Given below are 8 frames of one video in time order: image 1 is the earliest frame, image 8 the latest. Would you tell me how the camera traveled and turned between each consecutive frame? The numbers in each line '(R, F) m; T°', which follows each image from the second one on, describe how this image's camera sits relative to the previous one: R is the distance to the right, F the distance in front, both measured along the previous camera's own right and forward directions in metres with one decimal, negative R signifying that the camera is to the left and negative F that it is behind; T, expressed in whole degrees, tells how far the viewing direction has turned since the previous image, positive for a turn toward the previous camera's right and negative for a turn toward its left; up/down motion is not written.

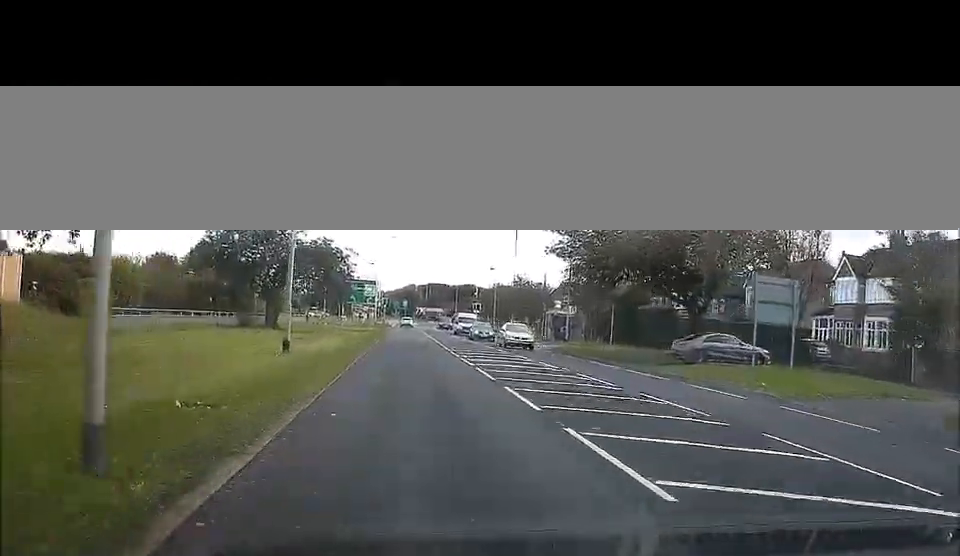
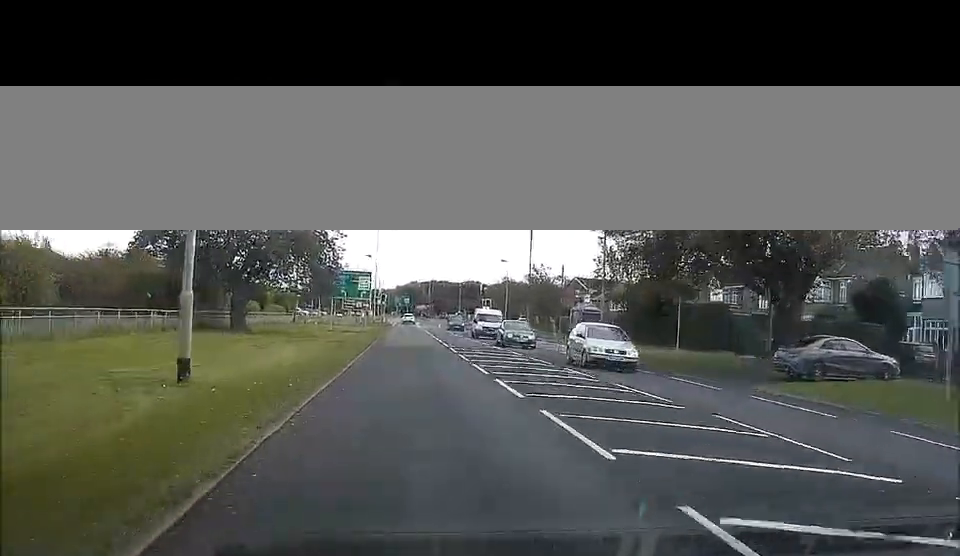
(-0.1, +10.4) m; 0°
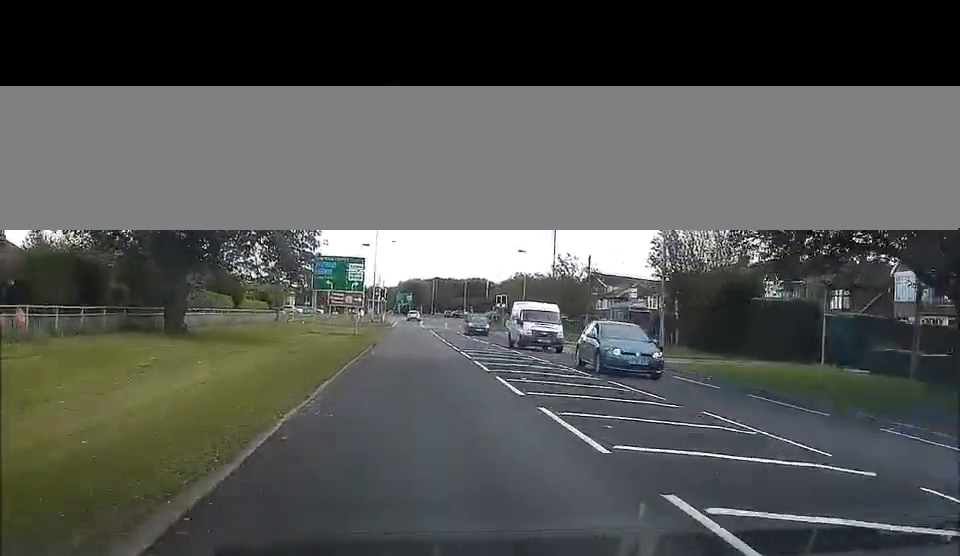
(-0.1, +11.7) m; 0°
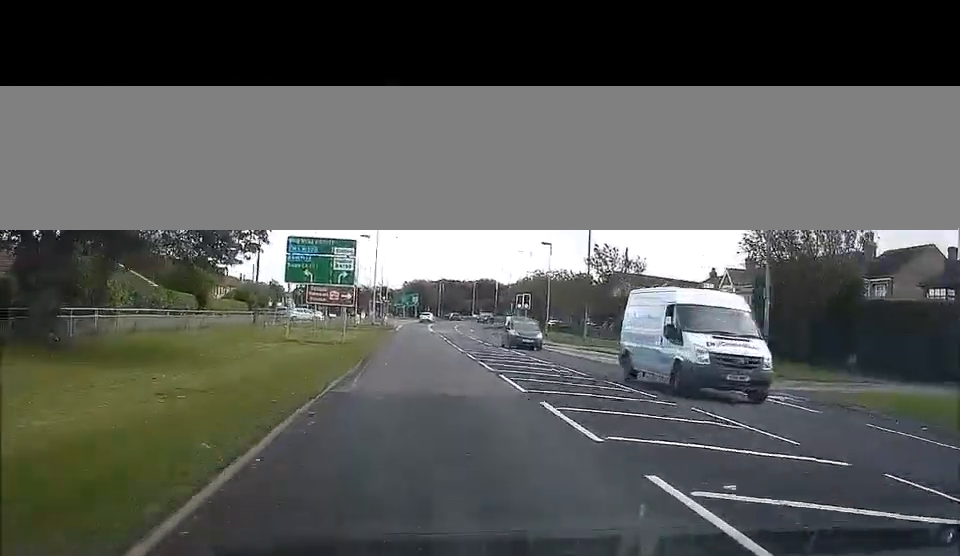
(+0.2, +11.5) m; +1°
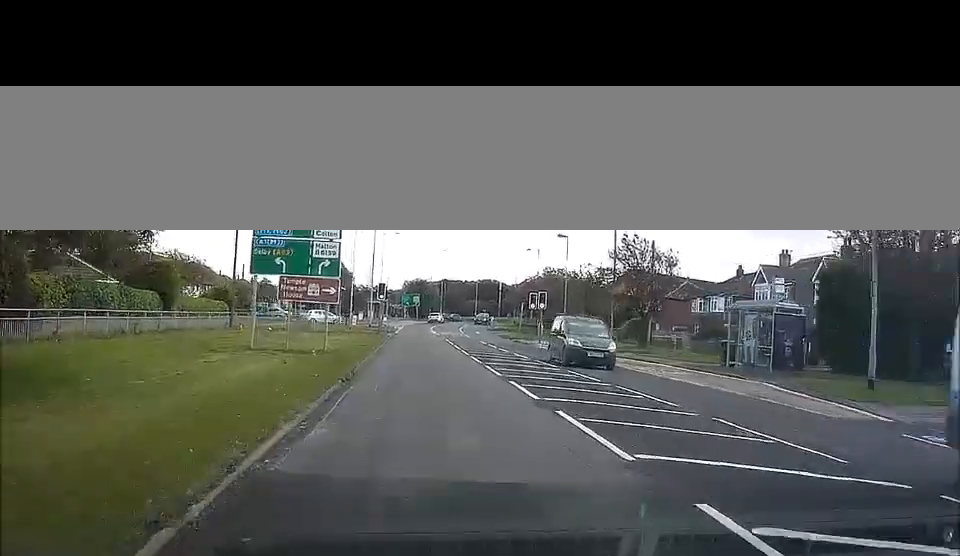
(-0.1, +7.1) m; 0°
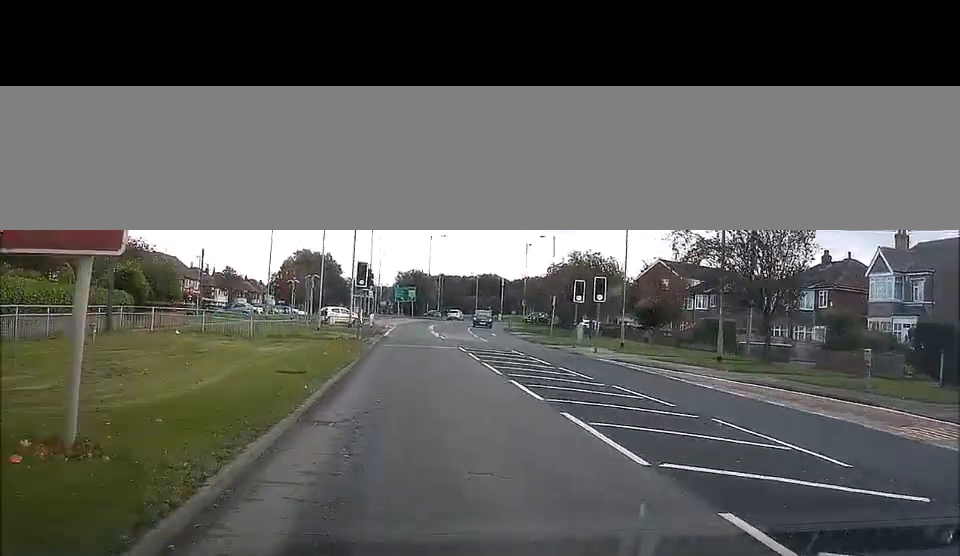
(0.0, +18.7) m; +1°
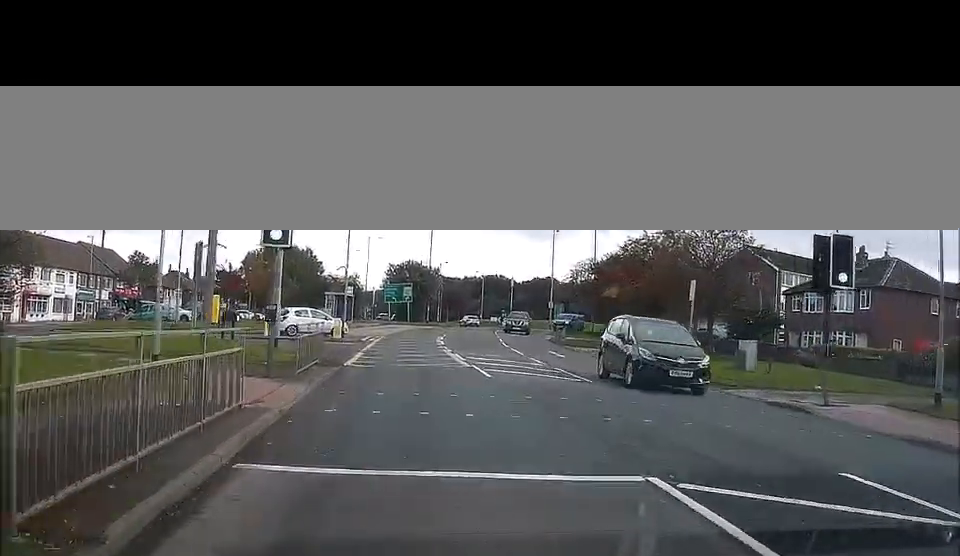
(0.0, +28.4) m; 0°
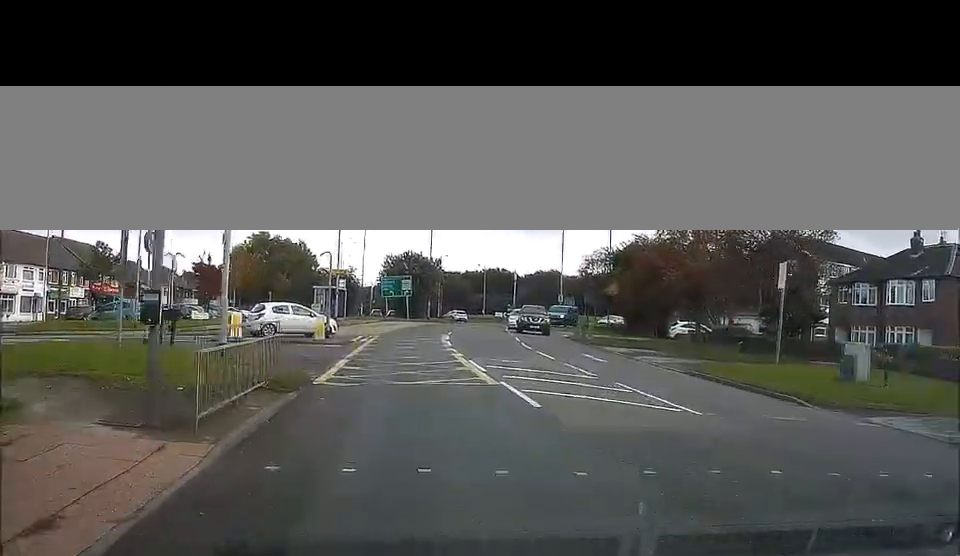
(0.0, +7.3) m; +1°
